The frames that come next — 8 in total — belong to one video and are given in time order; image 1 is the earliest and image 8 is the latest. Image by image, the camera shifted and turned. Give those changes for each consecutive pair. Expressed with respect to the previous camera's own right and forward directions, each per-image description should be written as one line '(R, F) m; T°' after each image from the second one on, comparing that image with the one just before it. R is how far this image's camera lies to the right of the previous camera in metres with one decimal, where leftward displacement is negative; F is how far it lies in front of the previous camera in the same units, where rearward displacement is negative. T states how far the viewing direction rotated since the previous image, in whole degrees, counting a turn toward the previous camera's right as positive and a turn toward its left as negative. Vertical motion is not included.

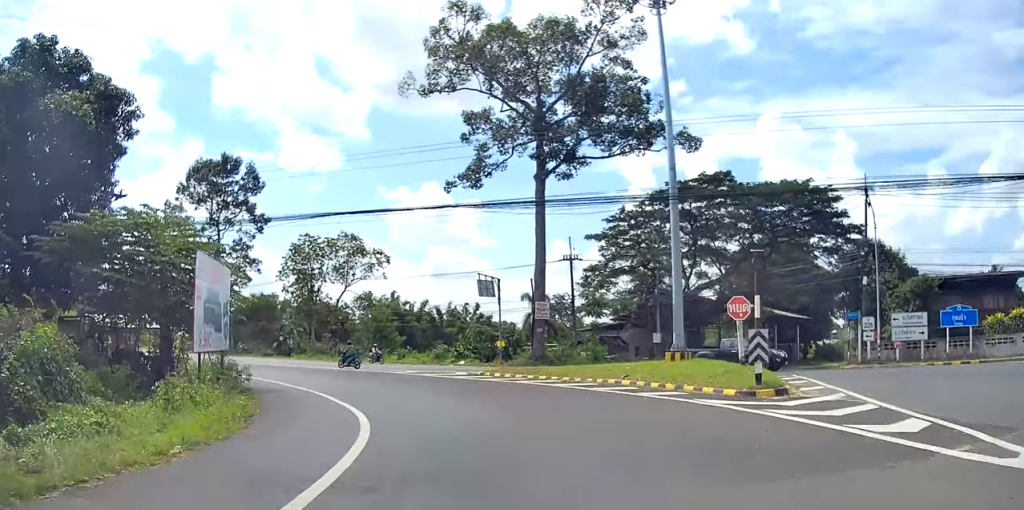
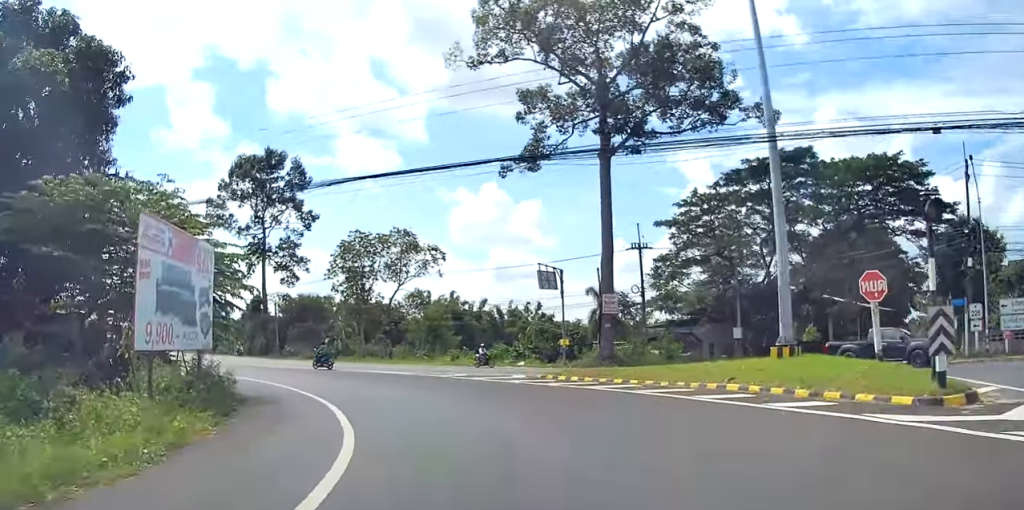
(-0.2, +5.6) m; -6°
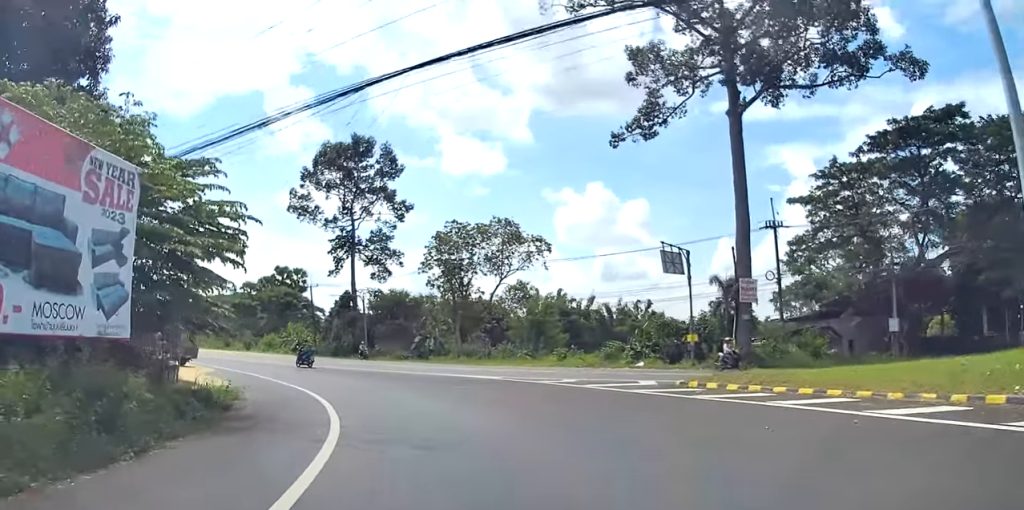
(+0.2, +7.9) m; -19°
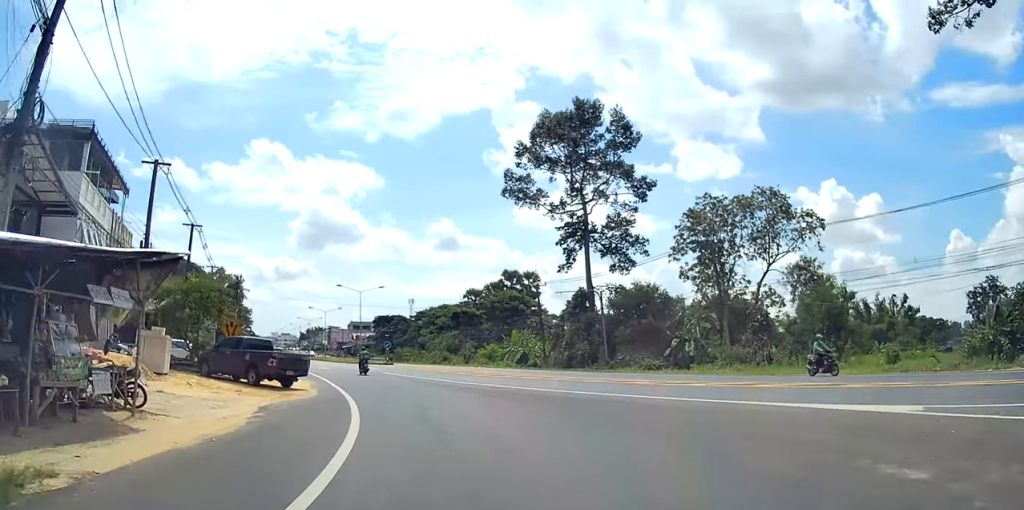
(-4.6, +15.5) m; -14°
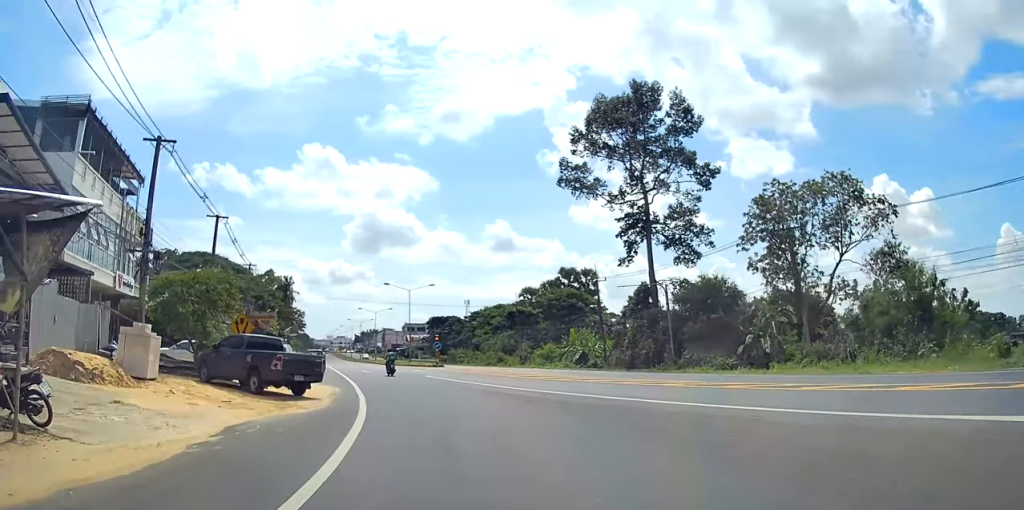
(+0.3, +4.3) m; +1°
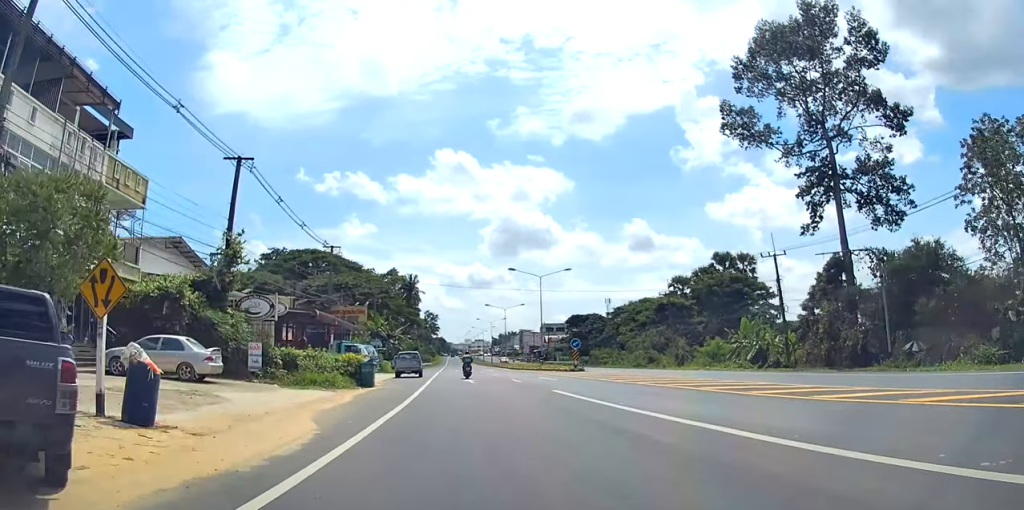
(-1.4, +15.3) m; -11°
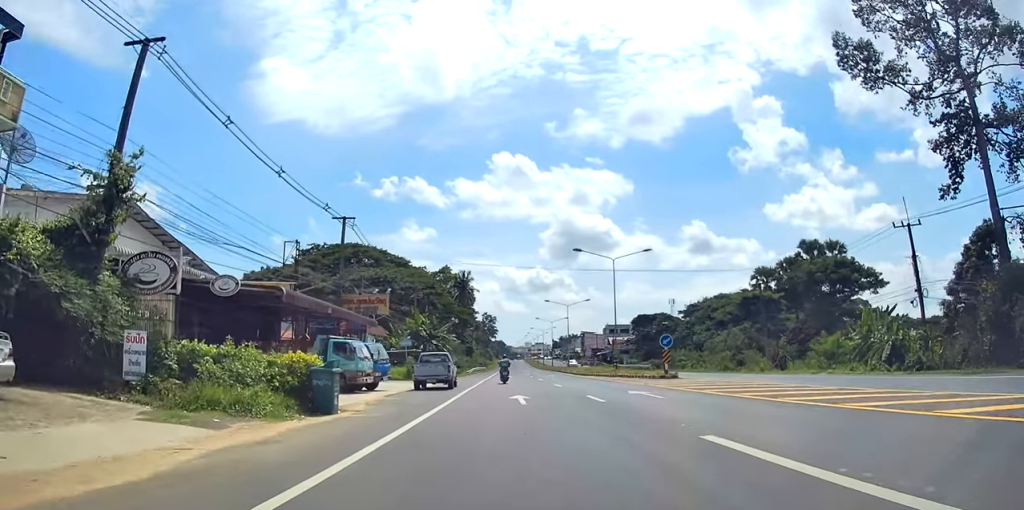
(-1.0, +13.0) m; -8°
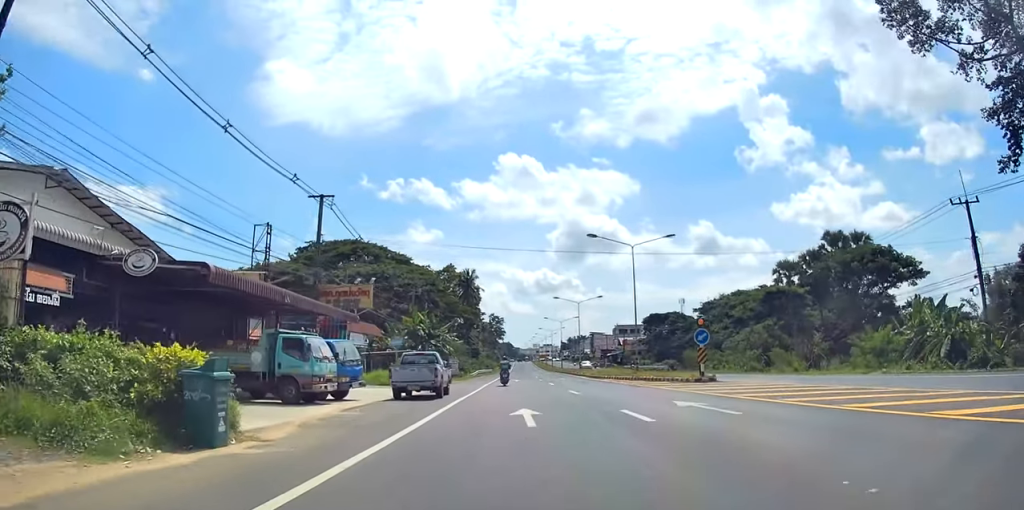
(-0.1, +6.1) m; -3°
